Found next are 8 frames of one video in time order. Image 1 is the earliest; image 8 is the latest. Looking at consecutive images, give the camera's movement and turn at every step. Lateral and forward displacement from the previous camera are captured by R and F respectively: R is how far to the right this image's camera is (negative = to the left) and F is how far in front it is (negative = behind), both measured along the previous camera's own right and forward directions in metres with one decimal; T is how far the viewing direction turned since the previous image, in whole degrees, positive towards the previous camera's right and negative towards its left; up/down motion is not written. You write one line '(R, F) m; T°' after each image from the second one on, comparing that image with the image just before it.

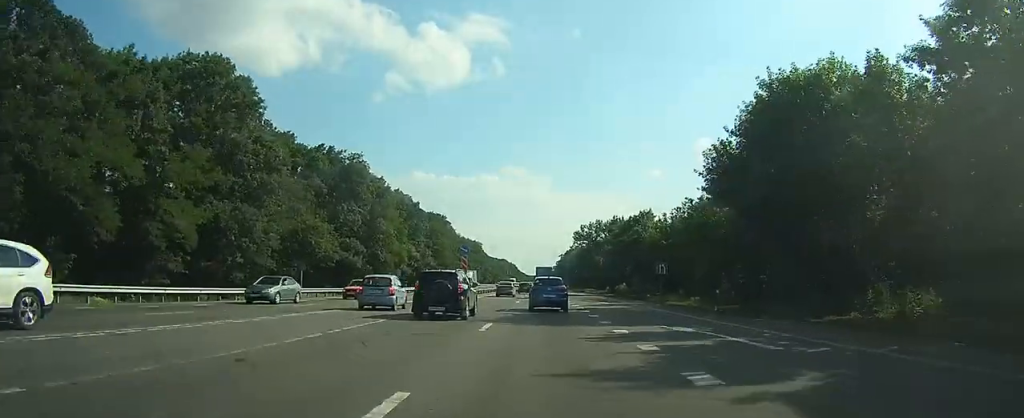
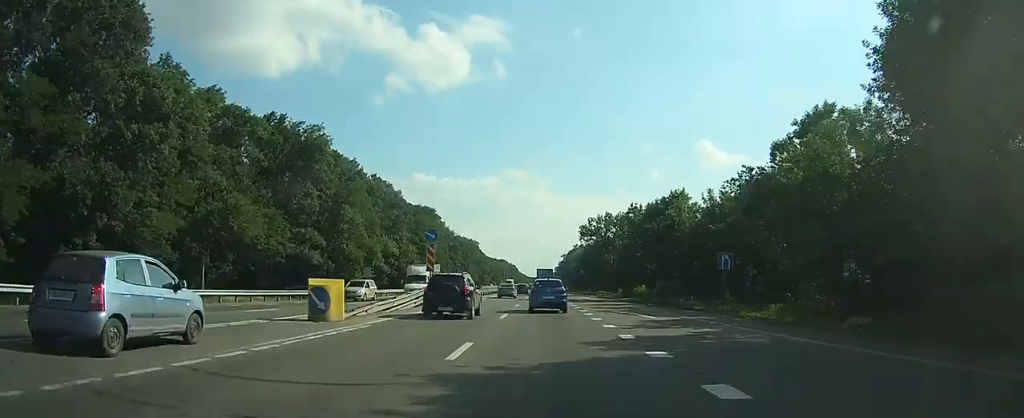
(0.0, +17.0) m; 0°
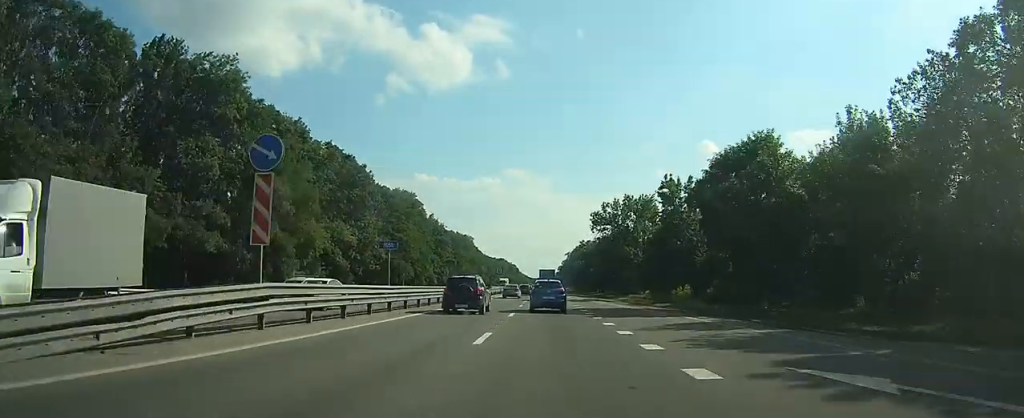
(0.0, +22.4) m; 0°
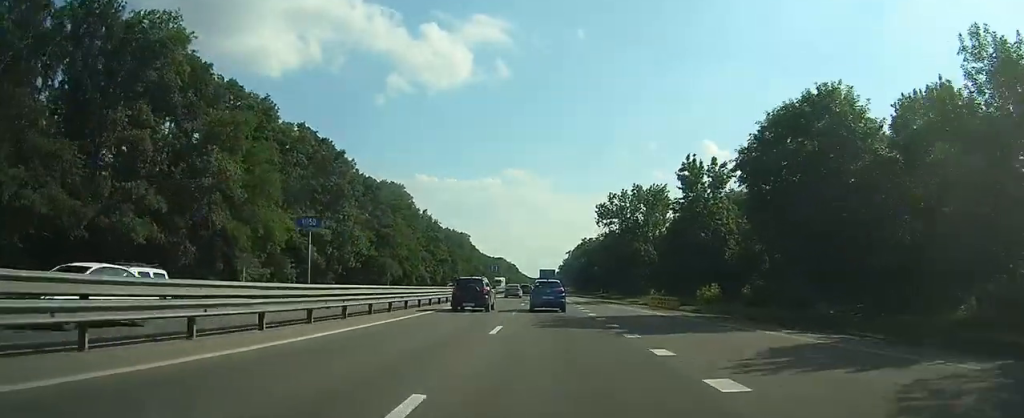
(-0.1, +8.8) m; 0°
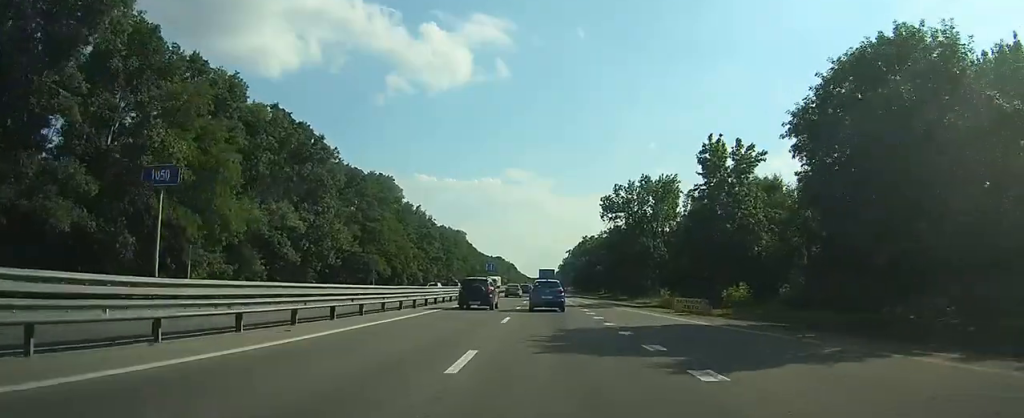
(0.0, +6.8) m; 0°
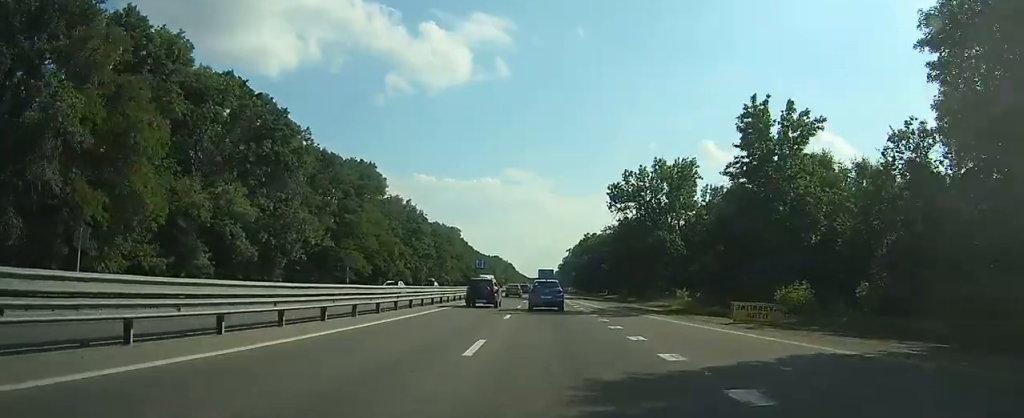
(+0.1, +9.4) m; 0°
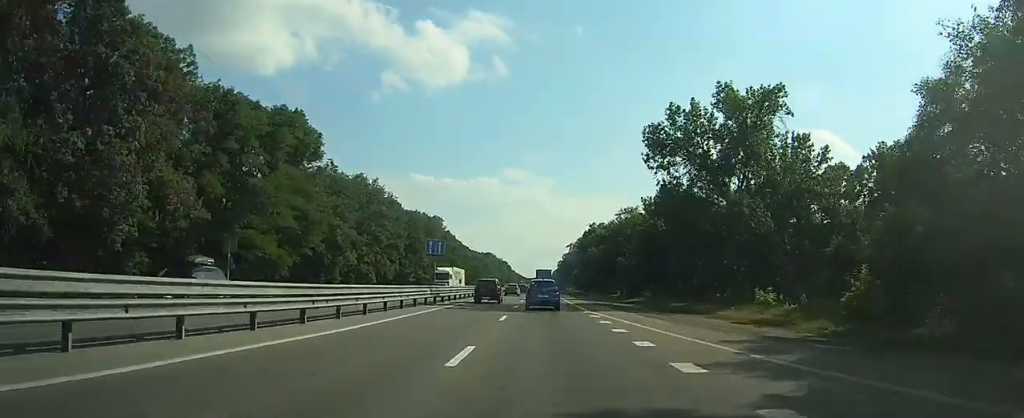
(+0.1, +24.2) m; 0°
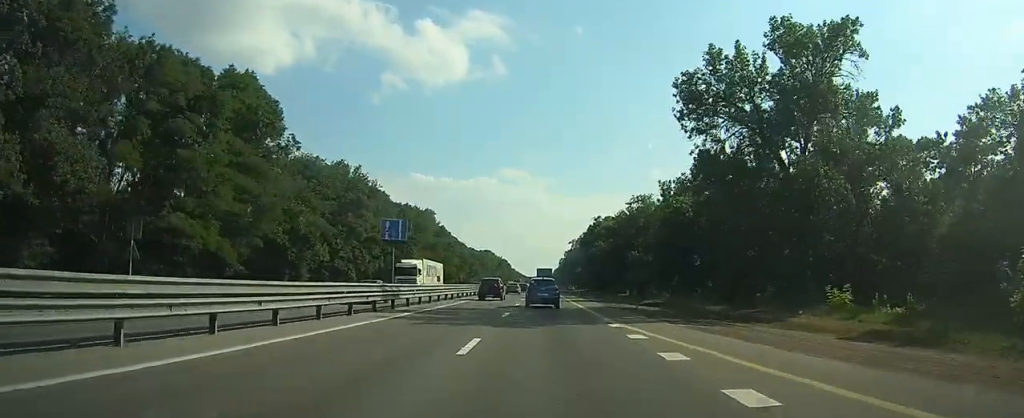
(0.0, +10.3) m; 0°
